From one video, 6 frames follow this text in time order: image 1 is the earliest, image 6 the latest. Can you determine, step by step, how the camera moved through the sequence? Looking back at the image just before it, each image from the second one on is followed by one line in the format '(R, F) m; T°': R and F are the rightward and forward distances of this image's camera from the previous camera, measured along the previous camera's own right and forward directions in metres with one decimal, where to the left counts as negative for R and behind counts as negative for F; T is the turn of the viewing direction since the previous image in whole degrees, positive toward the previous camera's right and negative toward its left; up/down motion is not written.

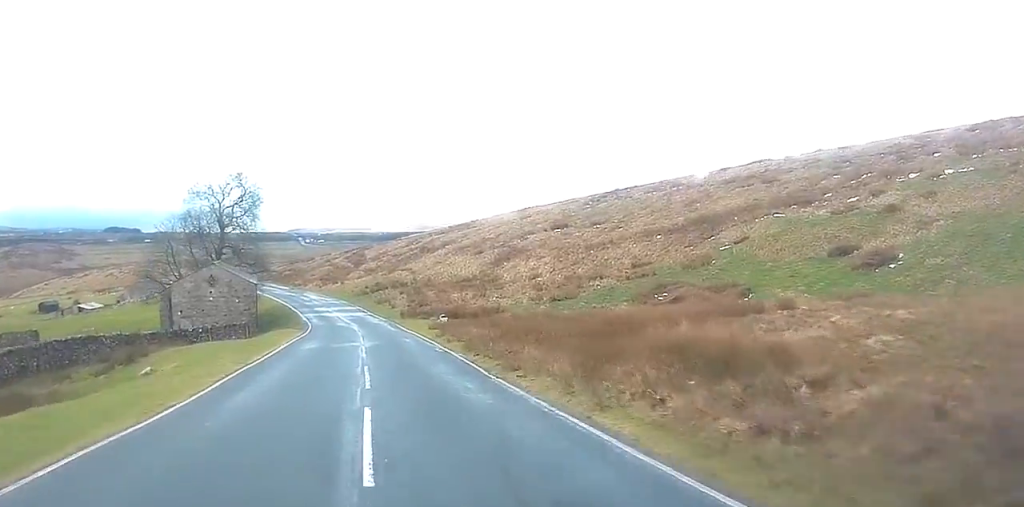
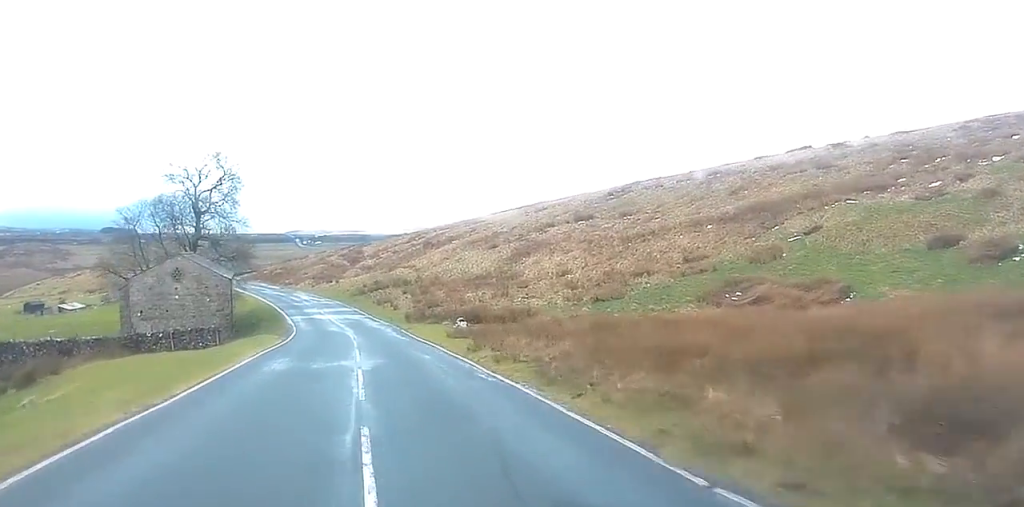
(+0.1, +11.7) m; 0°
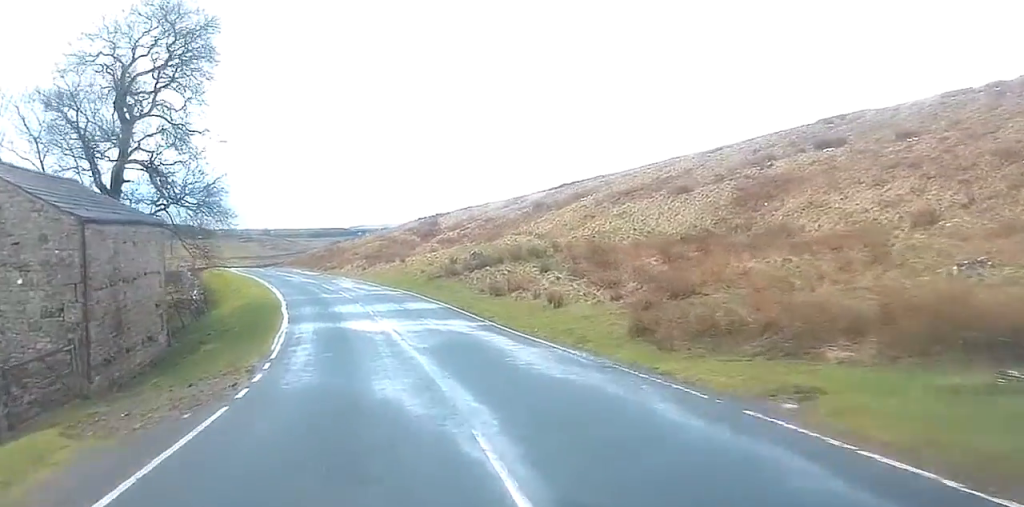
(-0.7, +37.7) m; -3°
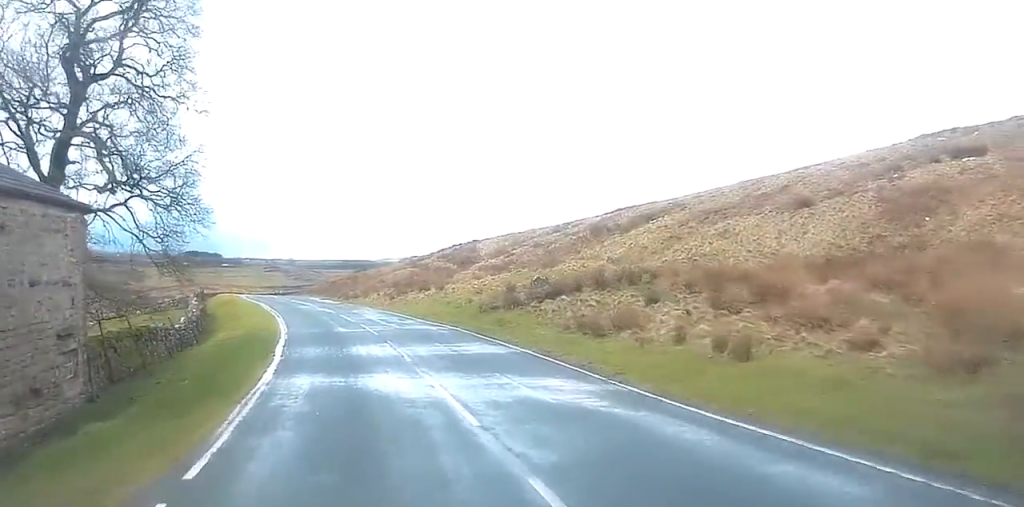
(-0.3, +10.6) m; -1°
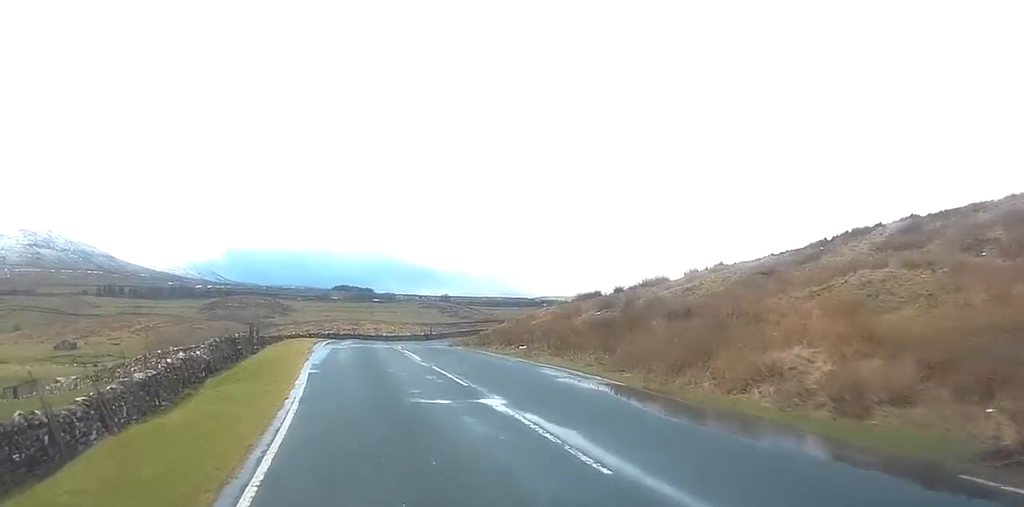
(-3.6, +56.5) m; -8°
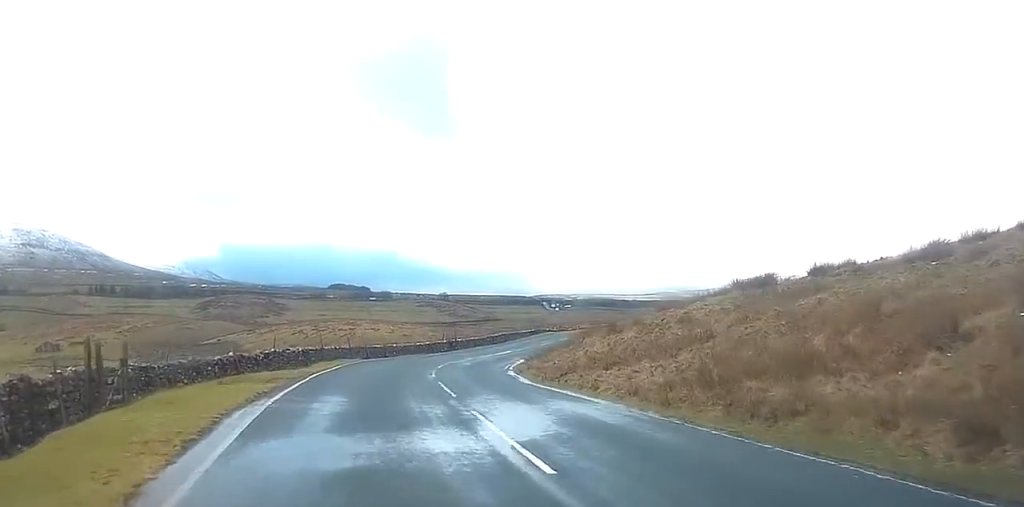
(-0.6, +26.9) m; -1°
